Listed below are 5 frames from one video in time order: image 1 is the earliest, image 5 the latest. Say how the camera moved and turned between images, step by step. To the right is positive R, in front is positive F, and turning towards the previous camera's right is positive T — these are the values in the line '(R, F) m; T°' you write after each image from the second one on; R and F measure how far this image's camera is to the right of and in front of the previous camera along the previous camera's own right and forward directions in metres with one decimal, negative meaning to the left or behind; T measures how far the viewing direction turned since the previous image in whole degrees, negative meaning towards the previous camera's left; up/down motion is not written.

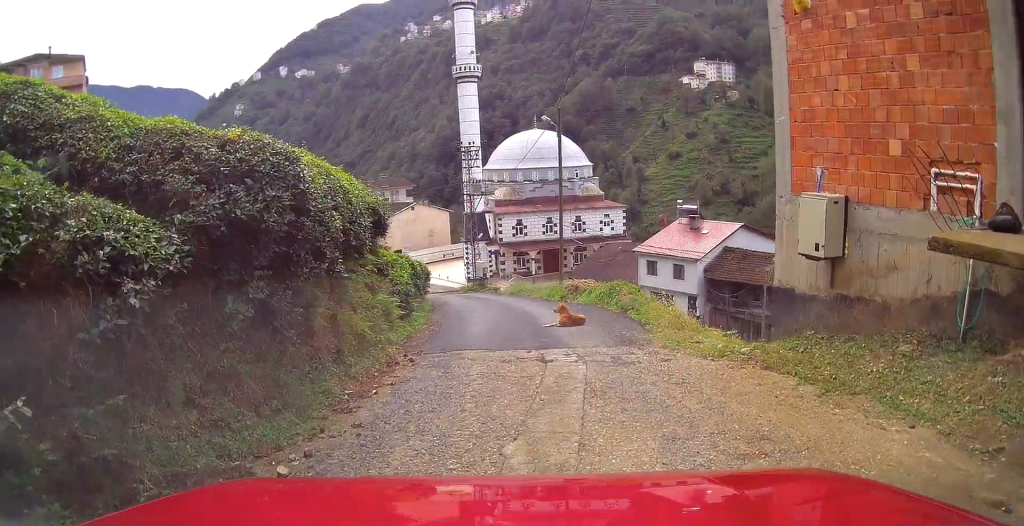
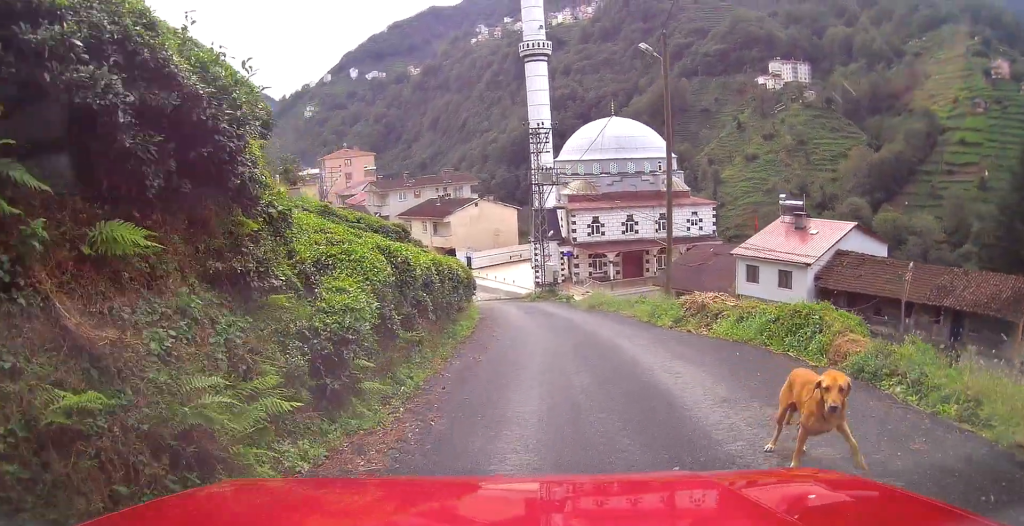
(-0.6, +8.9) m; -4°
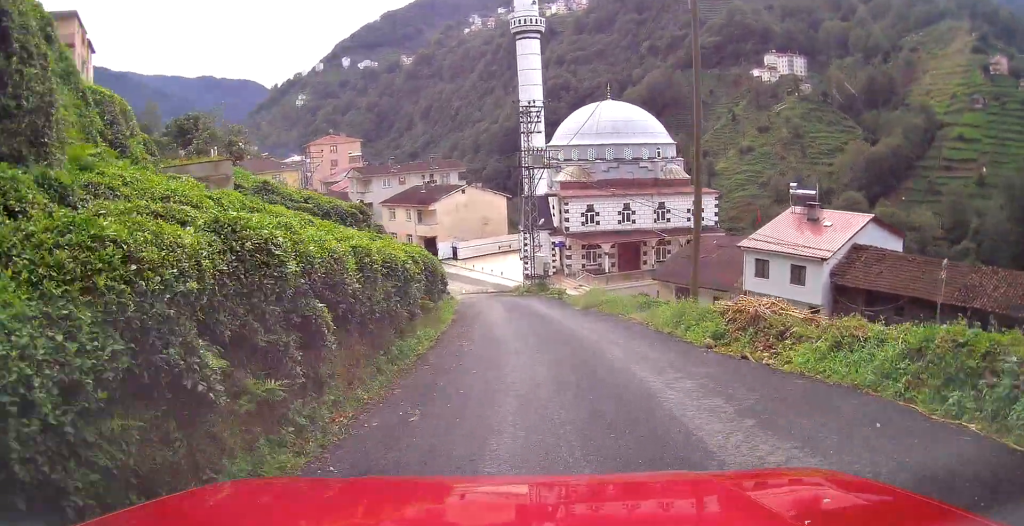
(0.0, +4.0) m; -1°
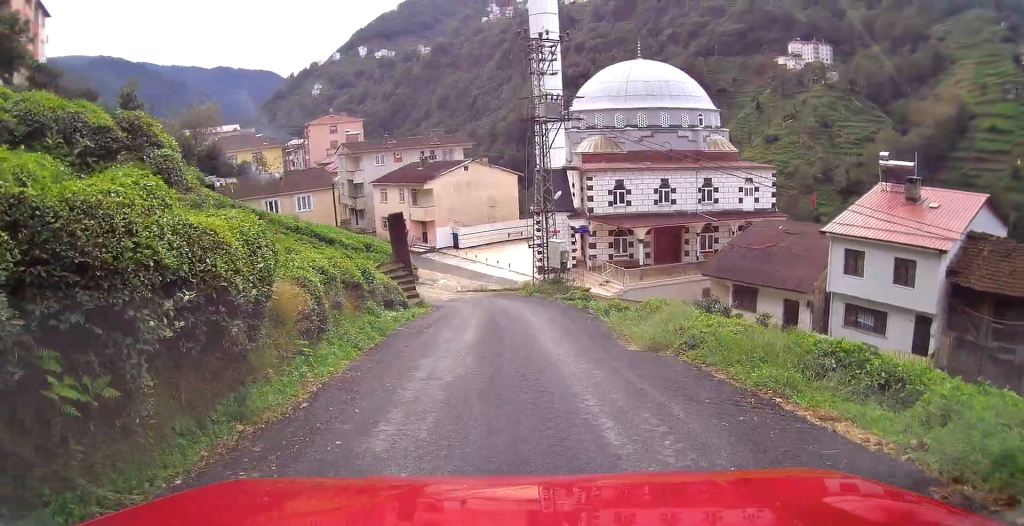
(-0.2, +10.2) m; -3°
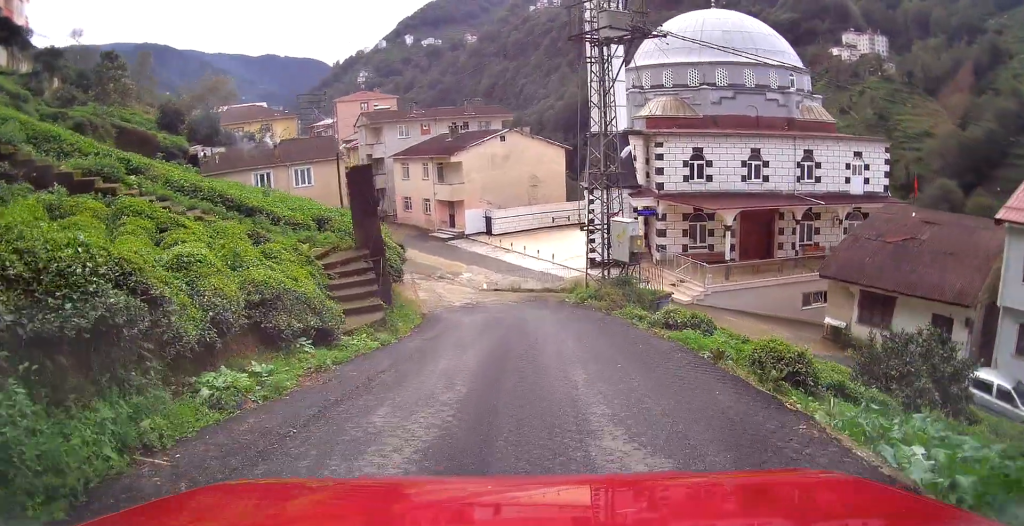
(-0.4, +9.6) m; -3°
